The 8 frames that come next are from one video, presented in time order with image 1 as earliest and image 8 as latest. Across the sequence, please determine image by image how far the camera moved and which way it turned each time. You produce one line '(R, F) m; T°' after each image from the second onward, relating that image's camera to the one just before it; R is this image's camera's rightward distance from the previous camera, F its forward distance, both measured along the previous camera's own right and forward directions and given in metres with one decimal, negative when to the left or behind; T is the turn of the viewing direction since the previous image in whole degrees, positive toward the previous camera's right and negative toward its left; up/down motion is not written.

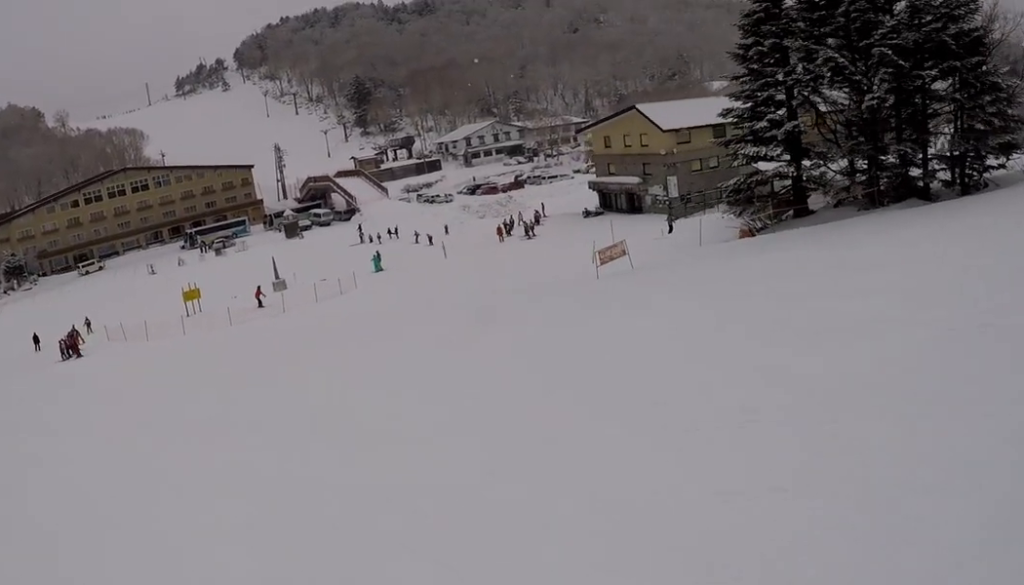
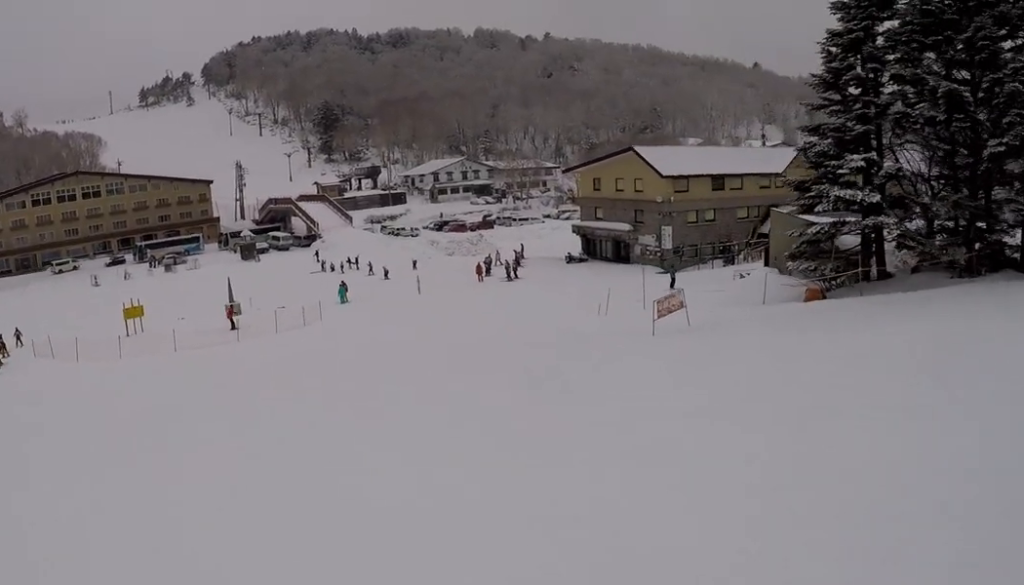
(+0.5, +6.4) m; +12°
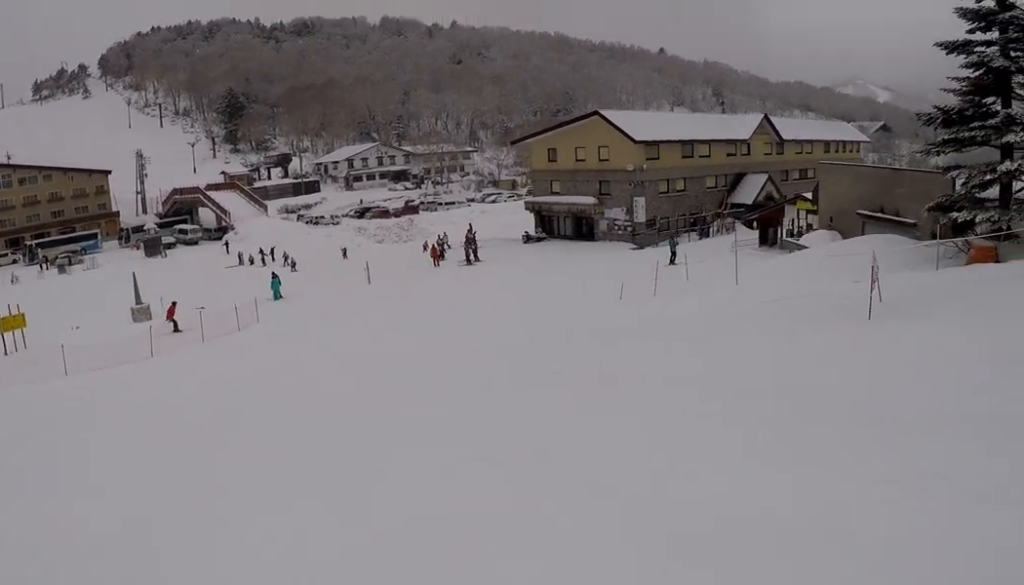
(+1.8, +10.3) m; +17°
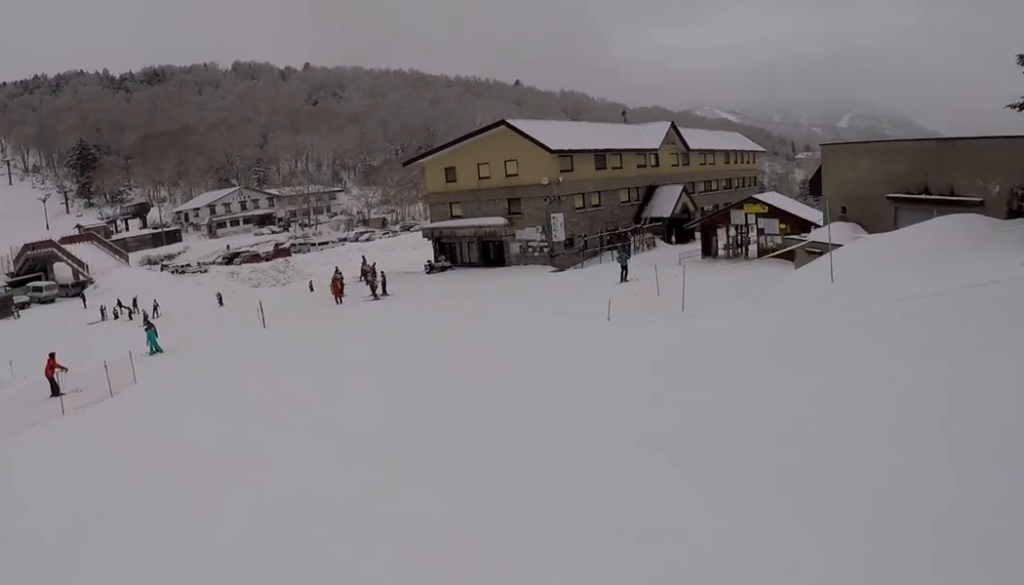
(+0.7, +7.9) m; +6°
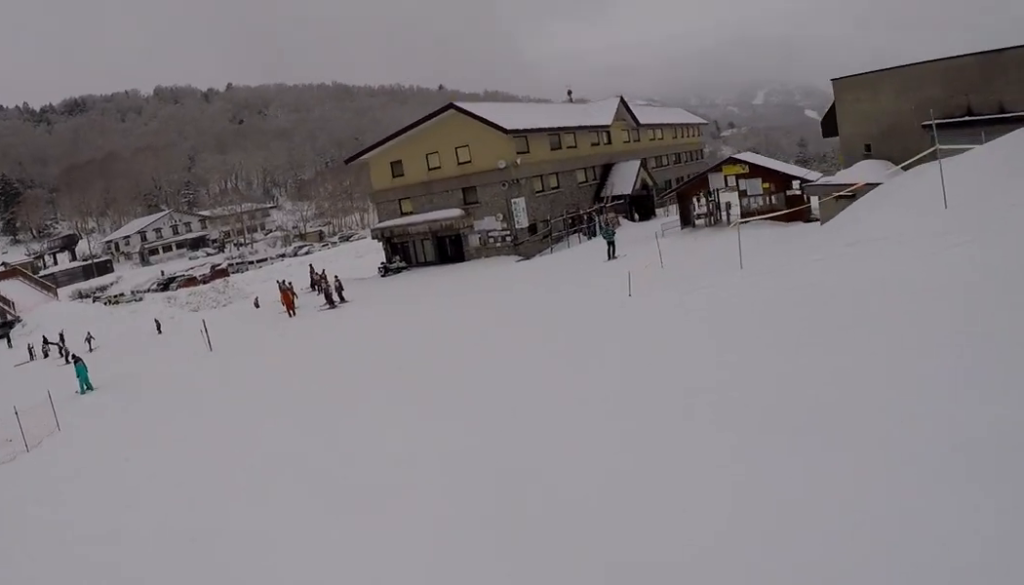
(+0.1, +4.5) m; +9°
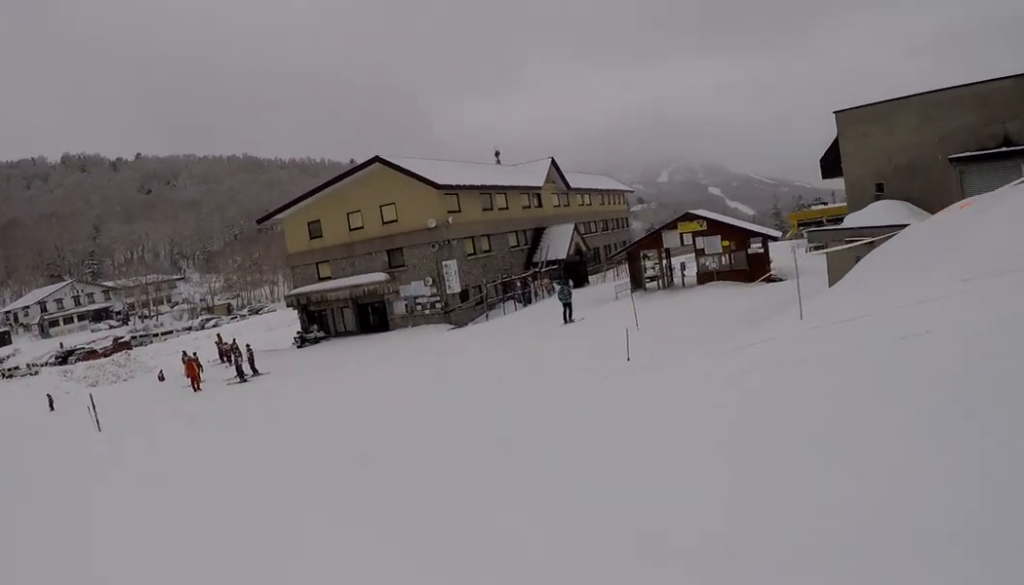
(-0.6, +4.4) m; +11°
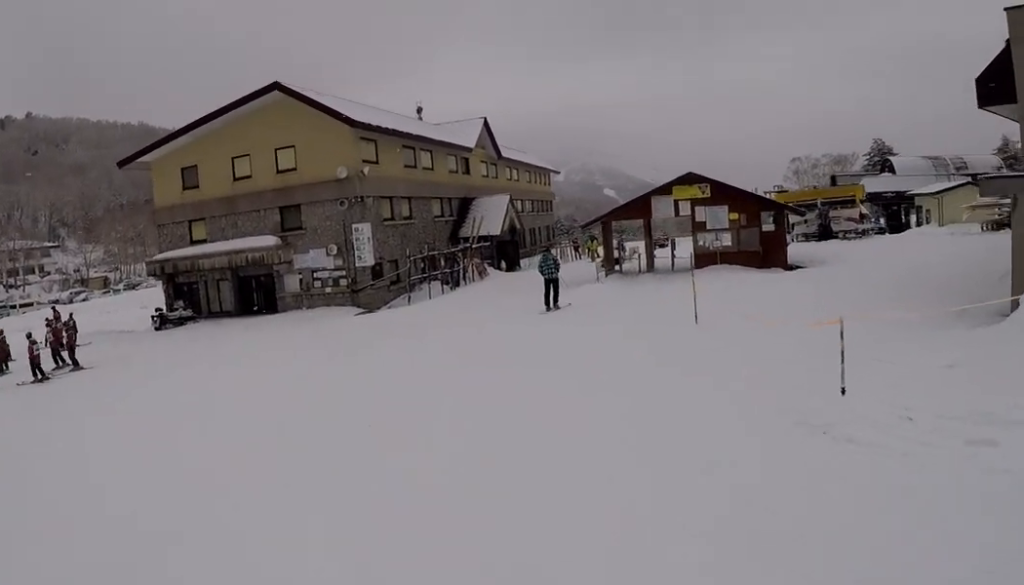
(+3.2, +8.9) m; +22°
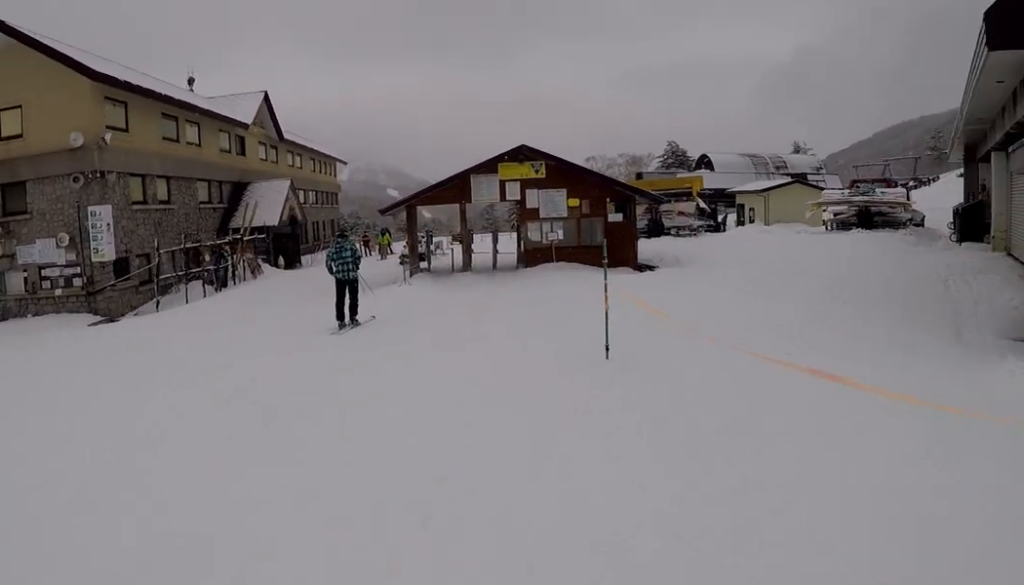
(0.0, +6.2) m; +9°
